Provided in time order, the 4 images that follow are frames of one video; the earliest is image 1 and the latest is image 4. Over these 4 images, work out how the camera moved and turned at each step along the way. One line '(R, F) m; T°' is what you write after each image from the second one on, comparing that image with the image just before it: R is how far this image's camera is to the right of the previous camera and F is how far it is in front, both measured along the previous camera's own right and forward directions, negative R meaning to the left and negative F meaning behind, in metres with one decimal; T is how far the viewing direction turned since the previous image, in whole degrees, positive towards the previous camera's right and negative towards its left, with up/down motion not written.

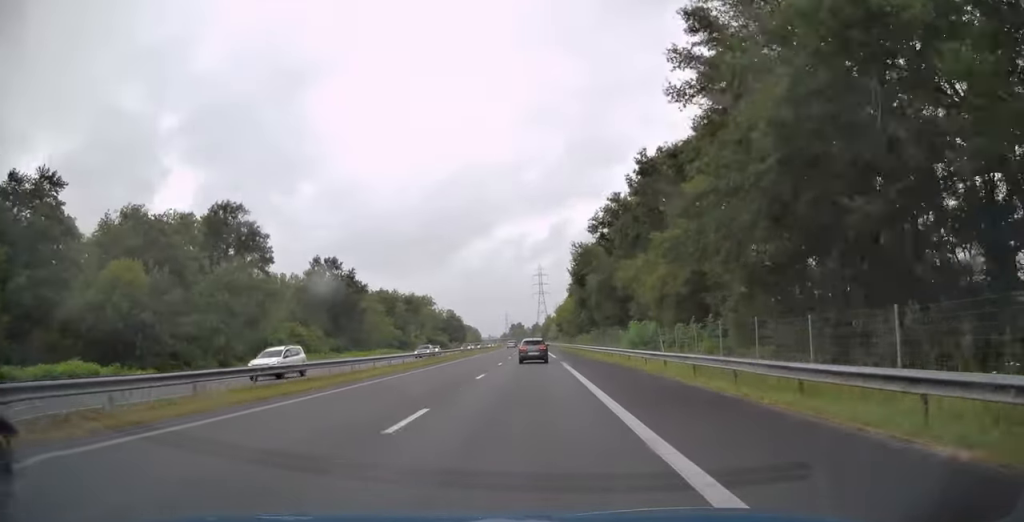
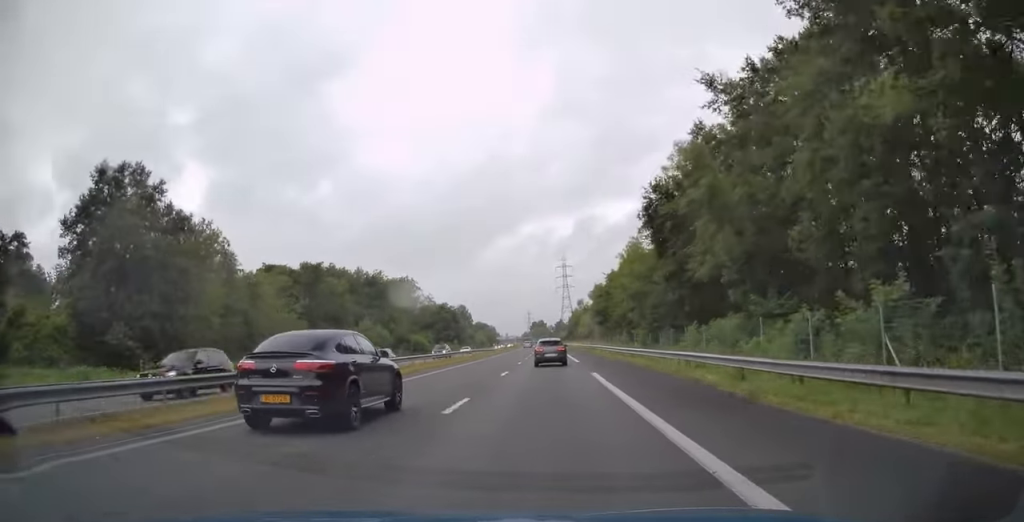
(-0.8, +62.8) m; -2°
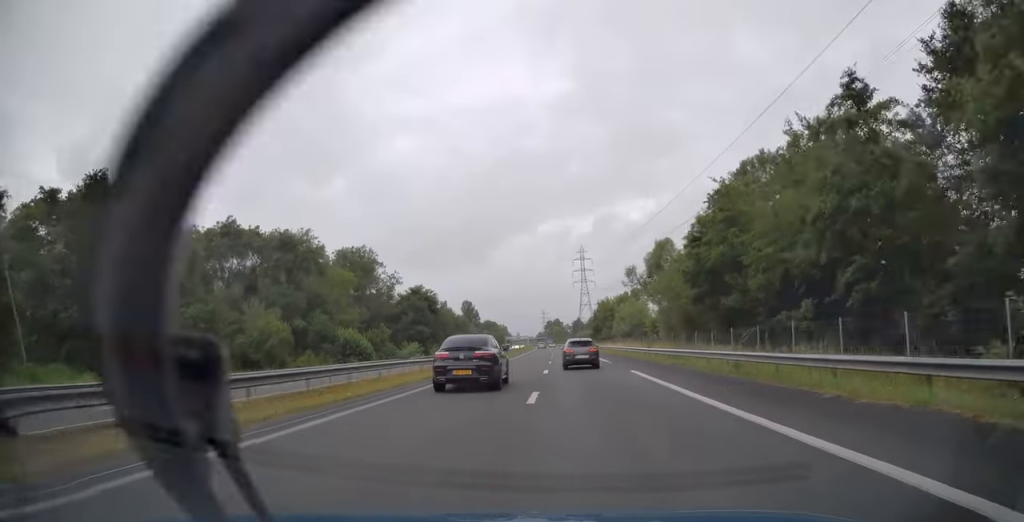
(-0.8, +50.8) m; -1°
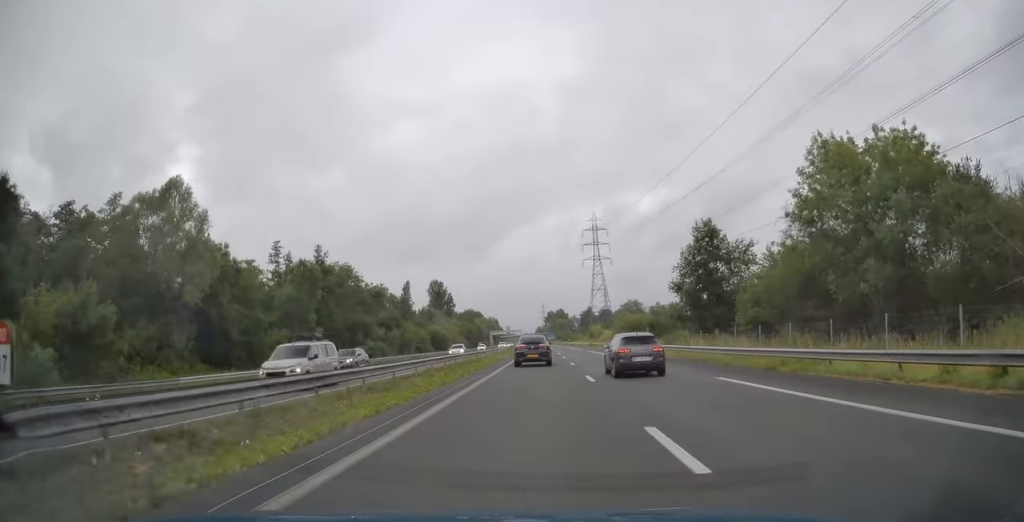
(-0.6, +111.6) m; 0°
